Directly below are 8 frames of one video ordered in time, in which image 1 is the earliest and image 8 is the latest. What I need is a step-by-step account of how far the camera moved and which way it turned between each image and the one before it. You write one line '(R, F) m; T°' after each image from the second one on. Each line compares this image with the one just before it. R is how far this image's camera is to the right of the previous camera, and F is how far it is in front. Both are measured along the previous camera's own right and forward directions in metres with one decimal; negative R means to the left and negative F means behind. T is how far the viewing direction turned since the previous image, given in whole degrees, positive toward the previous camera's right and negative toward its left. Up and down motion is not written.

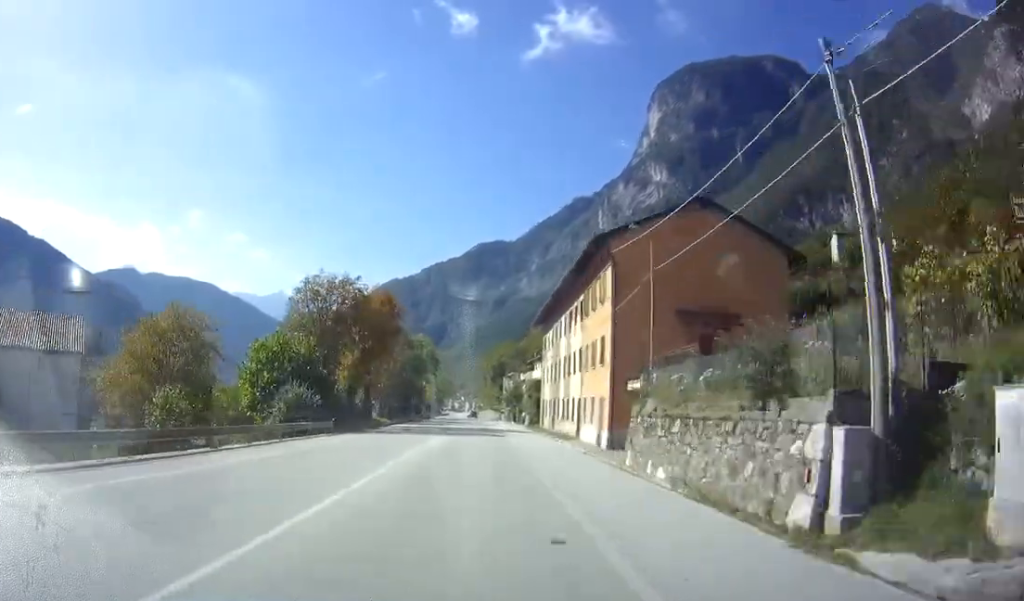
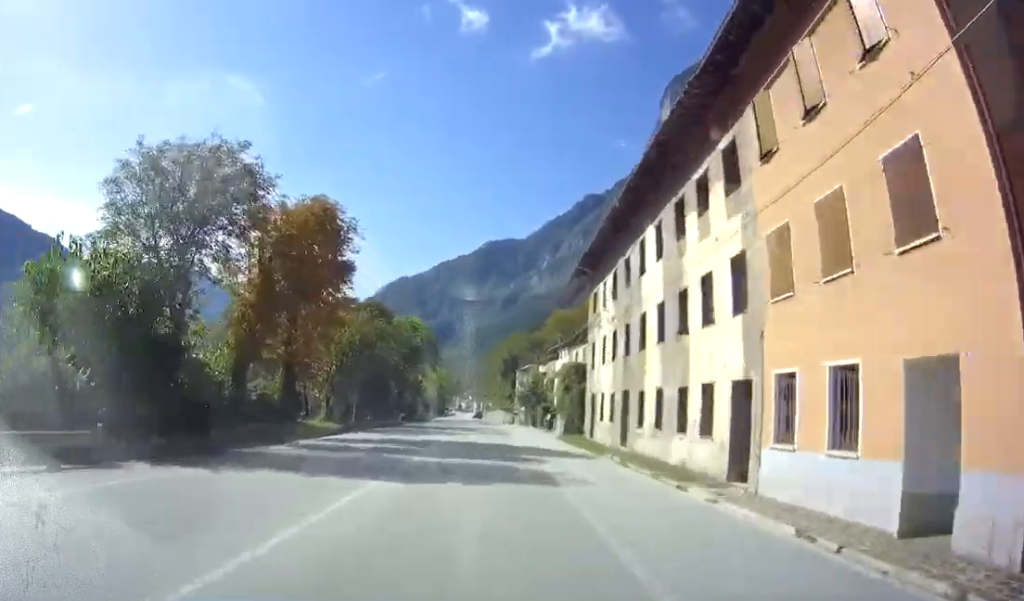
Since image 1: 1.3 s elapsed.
(+0.1, +22.2) m; 0°
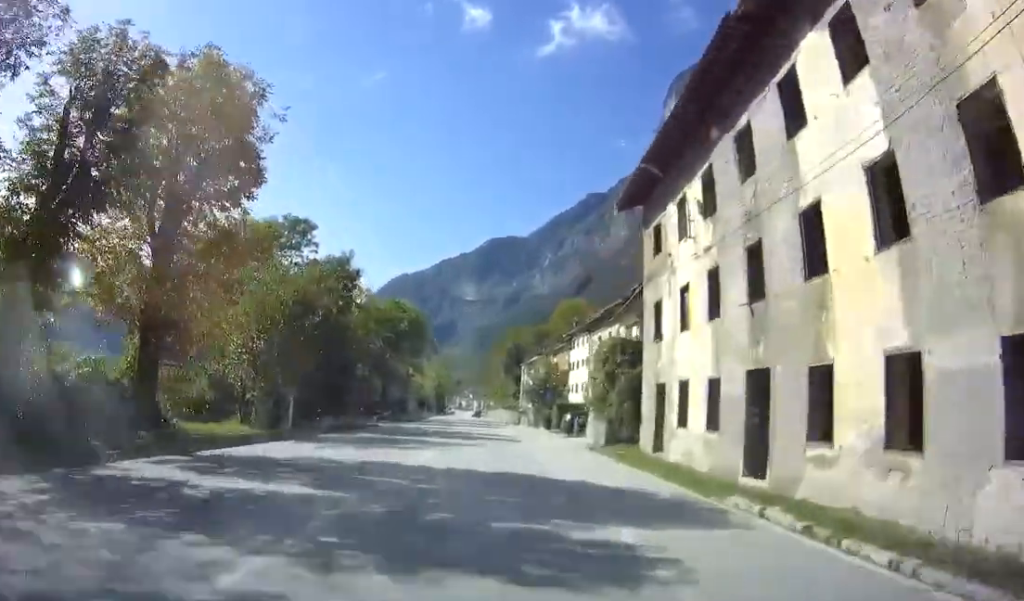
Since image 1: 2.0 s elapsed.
(0.0, +12.5) m; 0°
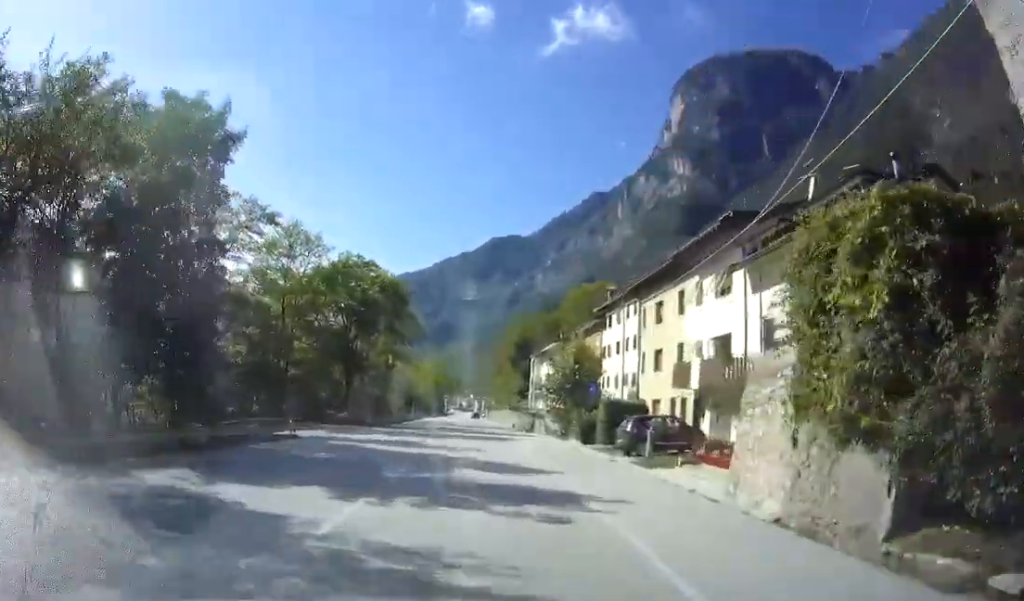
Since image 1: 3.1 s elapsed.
(+0.2, +18.2) m; -1°
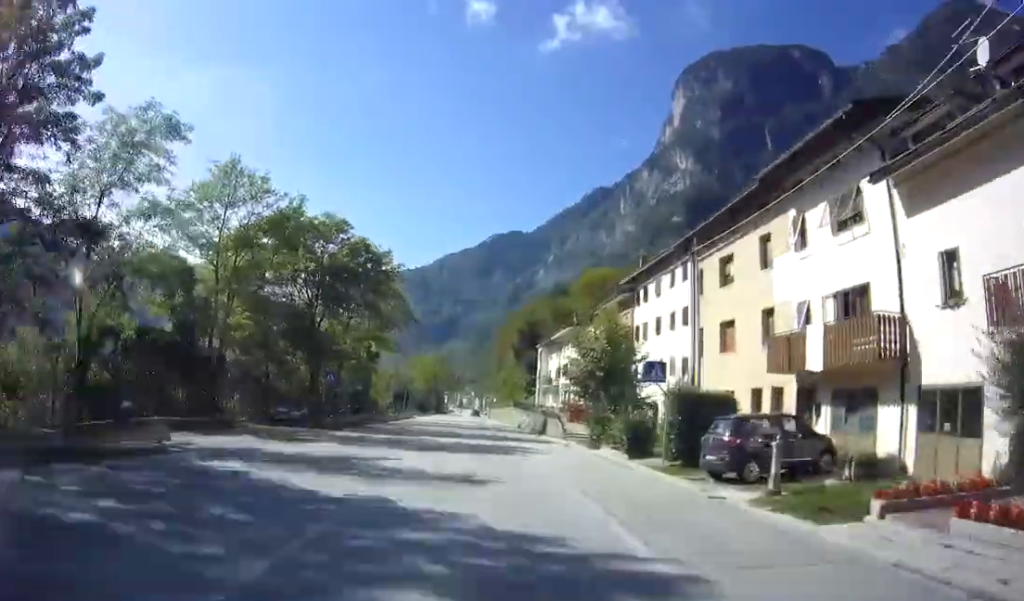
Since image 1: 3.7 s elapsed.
(-0.1, +10.8) m; -1°
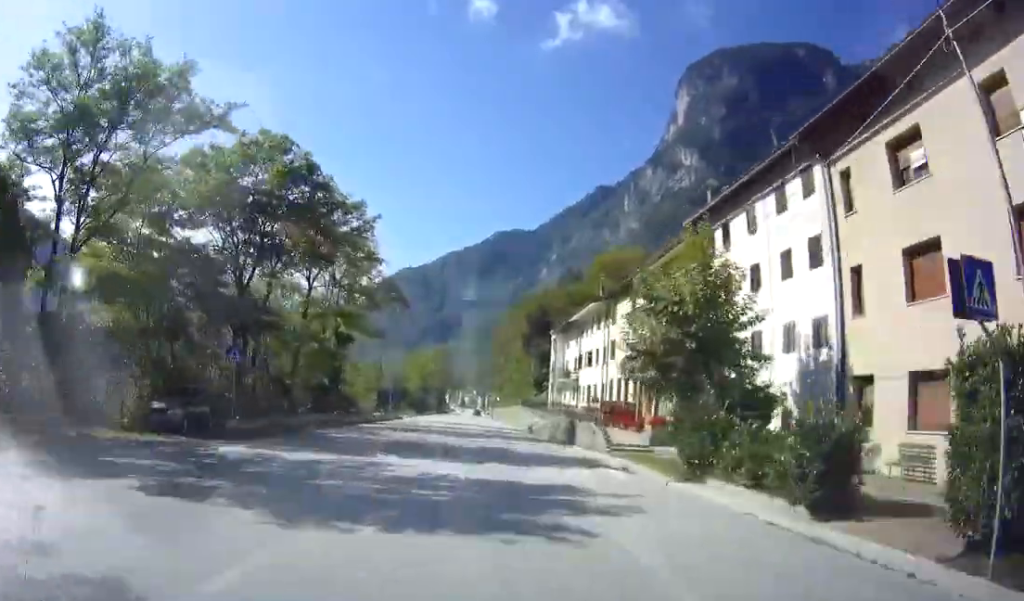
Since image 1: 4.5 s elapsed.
(-0.1, +12.4) m; 0°
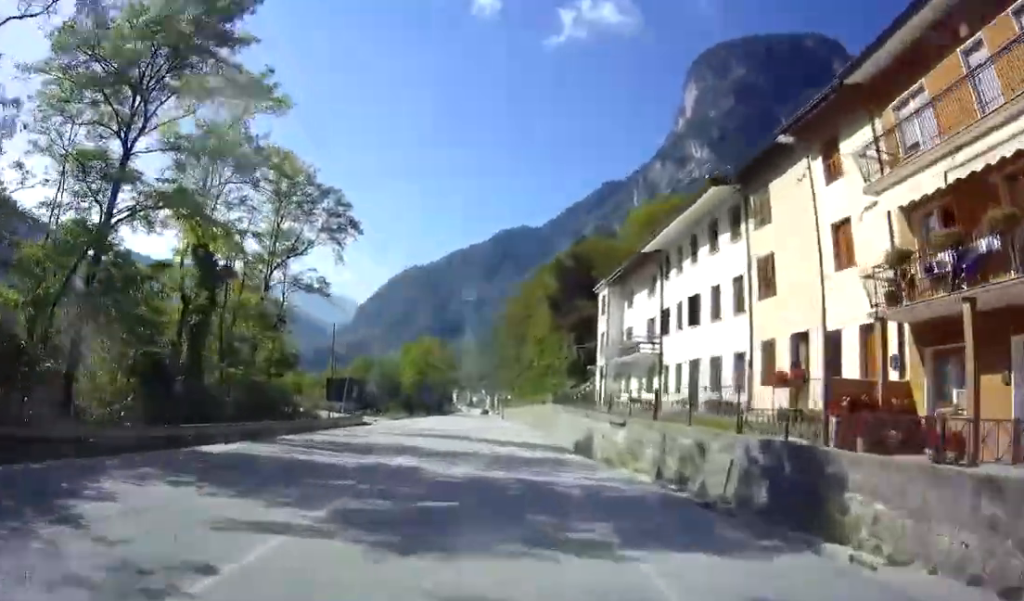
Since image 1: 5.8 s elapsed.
(0.0, +22.3) m; 0°
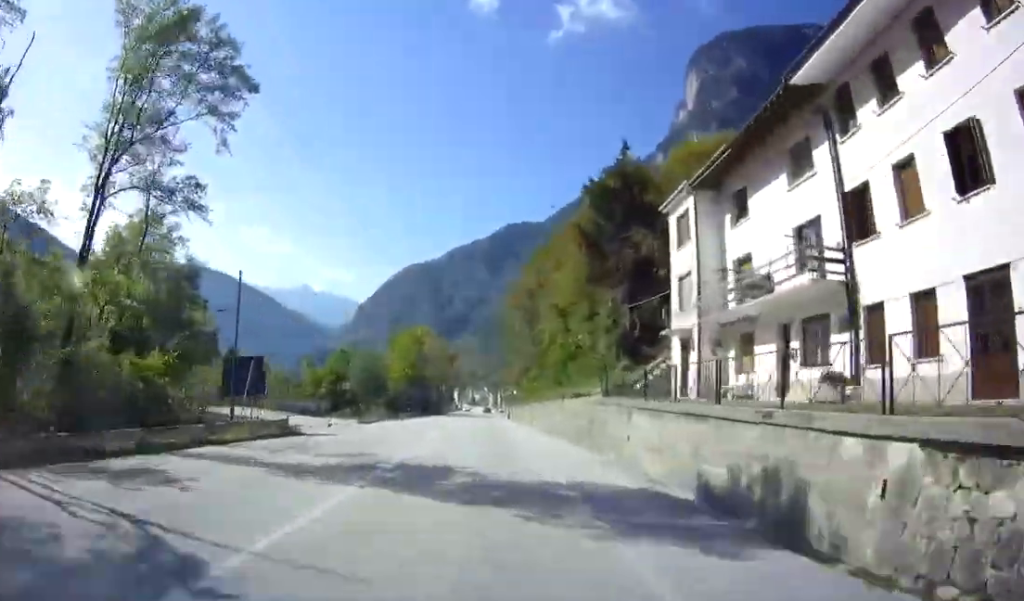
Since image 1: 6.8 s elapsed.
(0.0, +16.0) m; 0°
